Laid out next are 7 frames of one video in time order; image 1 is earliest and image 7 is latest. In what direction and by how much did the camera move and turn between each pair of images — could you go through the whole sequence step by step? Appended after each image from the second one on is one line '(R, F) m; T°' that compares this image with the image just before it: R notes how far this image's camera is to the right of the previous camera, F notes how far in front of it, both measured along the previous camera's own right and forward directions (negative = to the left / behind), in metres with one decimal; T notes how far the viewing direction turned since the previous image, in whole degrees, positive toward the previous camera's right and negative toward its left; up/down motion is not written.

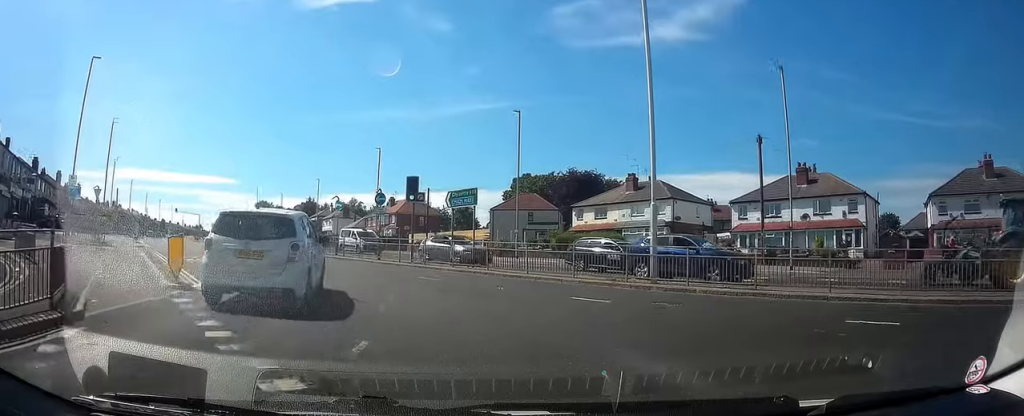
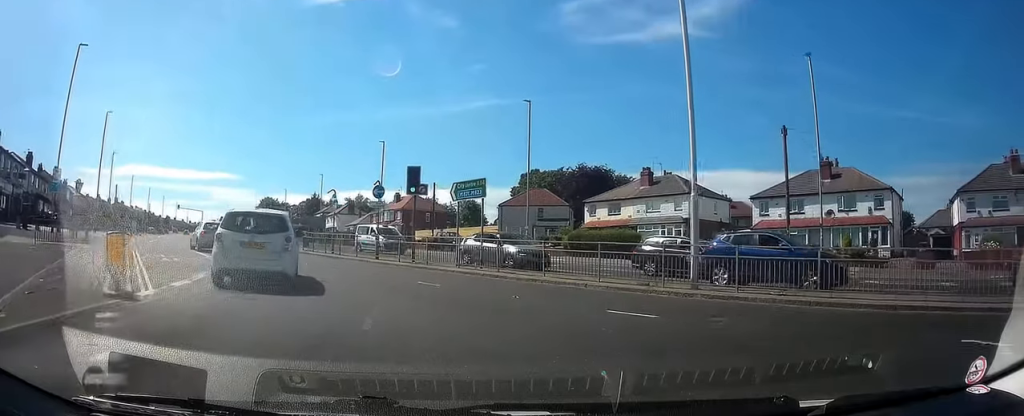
(-0.2, +2.3) m; -1°
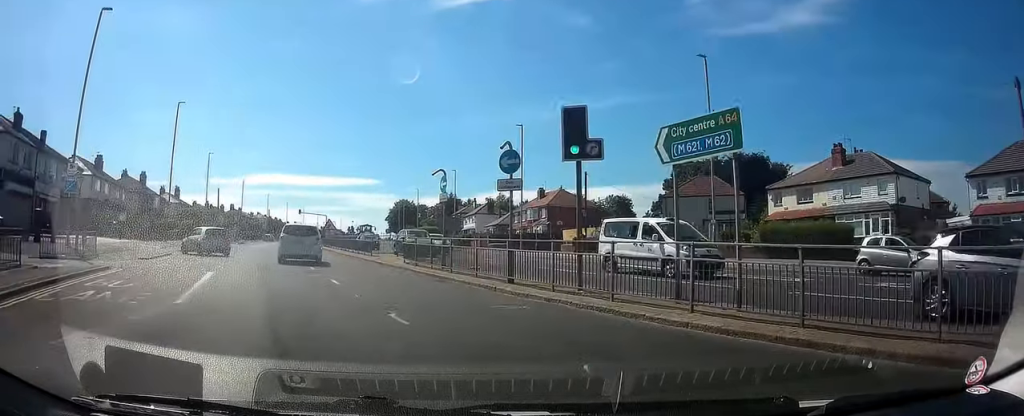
(-0.2, +10.3) m; -4°
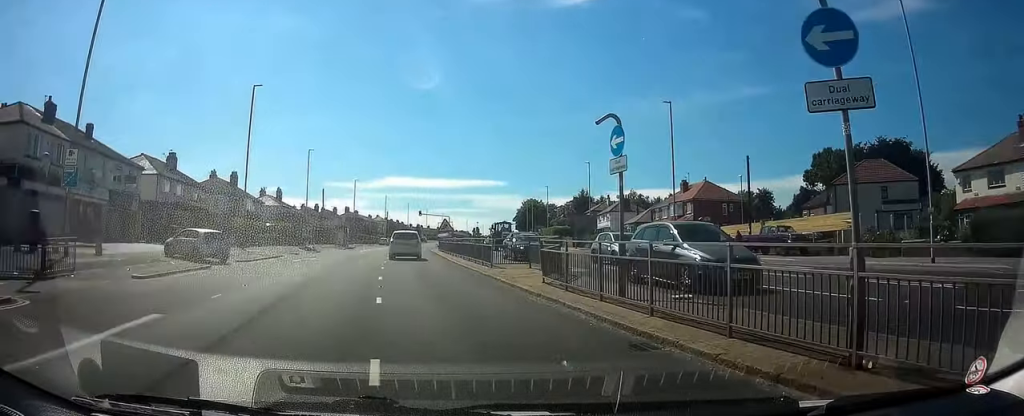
(-0.4, +8.5) m; -11°
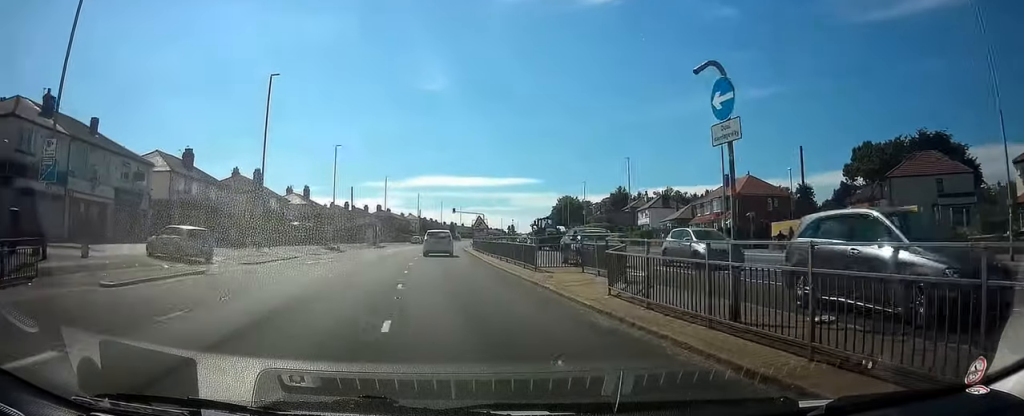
(-0.4, +3.1) m; -4°
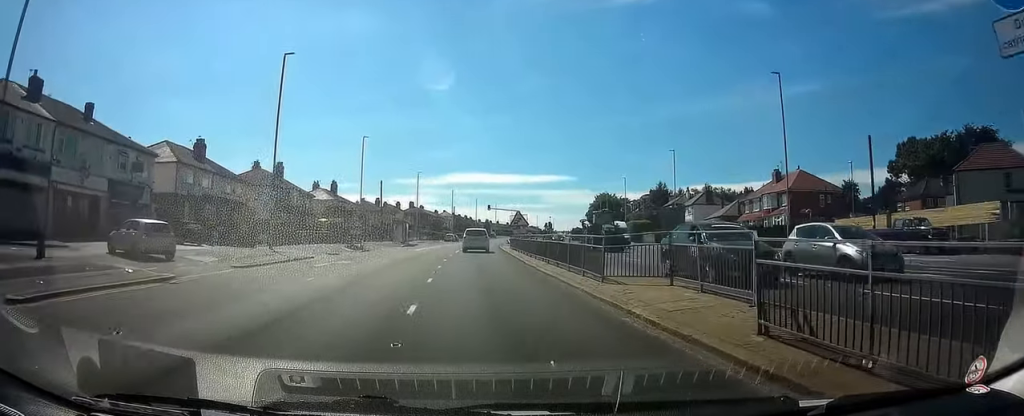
(-0.3, +4.0) m; -4°
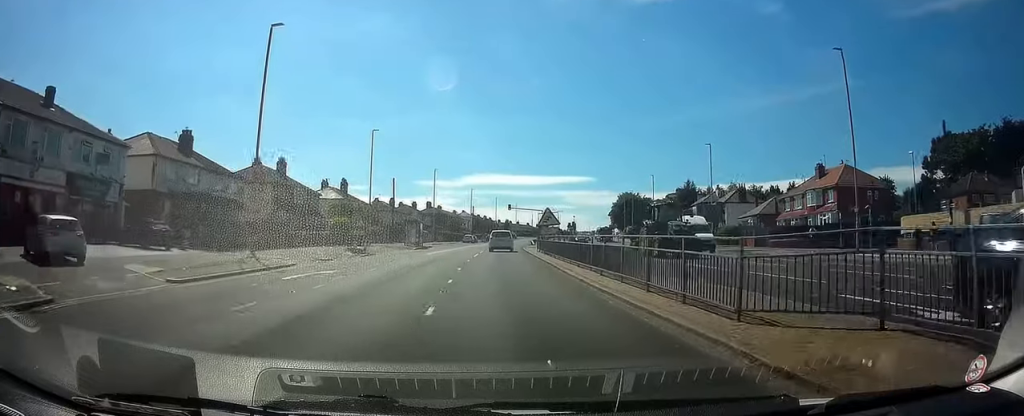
(0.0, +5.7) m; -3°
